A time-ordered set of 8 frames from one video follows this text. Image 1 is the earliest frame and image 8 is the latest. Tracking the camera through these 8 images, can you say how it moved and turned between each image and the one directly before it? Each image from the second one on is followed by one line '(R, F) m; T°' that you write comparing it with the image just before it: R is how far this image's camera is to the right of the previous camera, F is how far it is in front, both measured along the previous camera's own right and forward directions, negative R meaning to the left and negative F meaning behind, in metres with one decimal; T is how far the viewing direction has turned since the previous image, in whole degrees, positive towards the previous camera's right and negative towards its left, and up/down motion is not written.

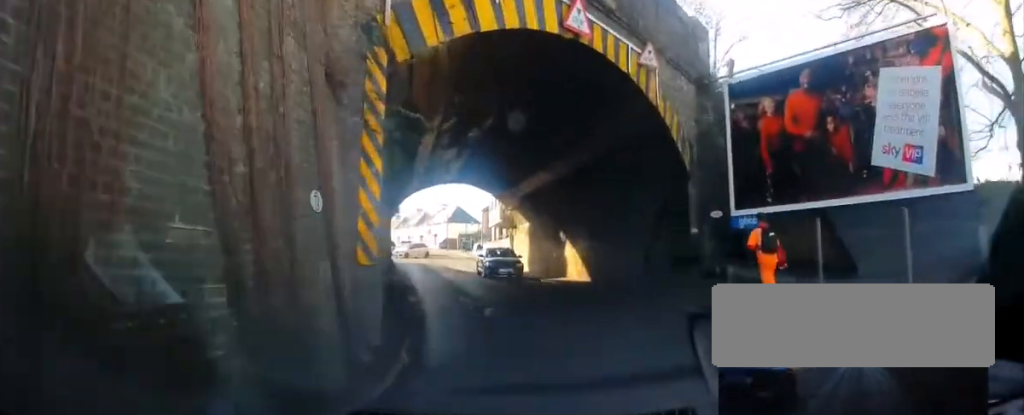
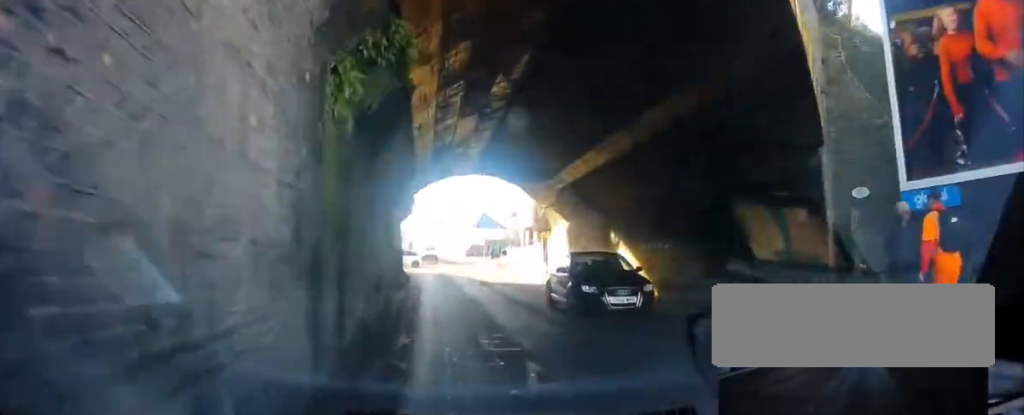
(-0.1, +5.7) m; -4°
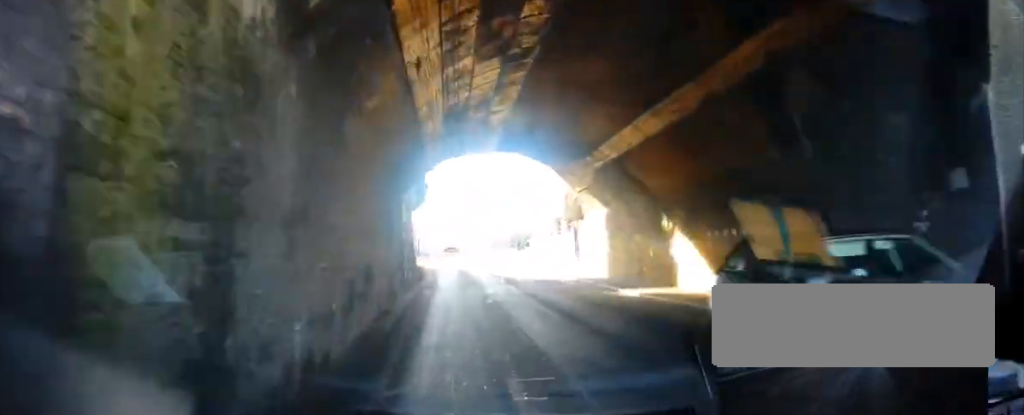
(-0.1, +3.3) m; -1°
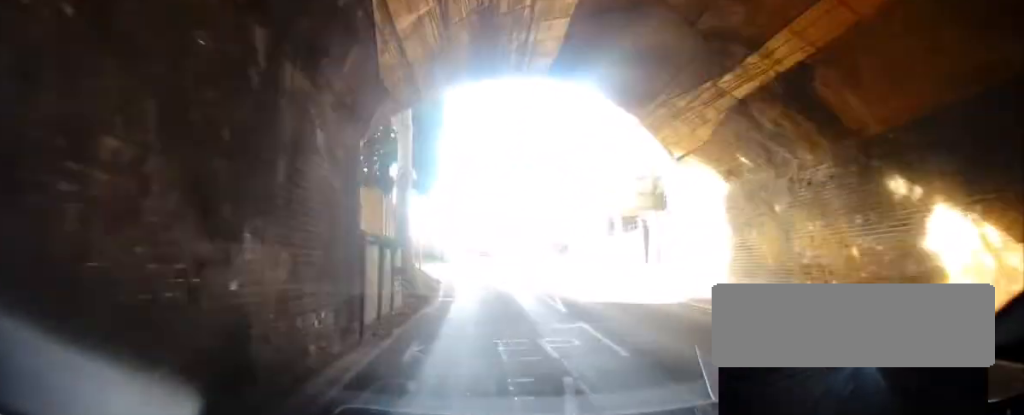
(0.0, +7.5) m; -2°
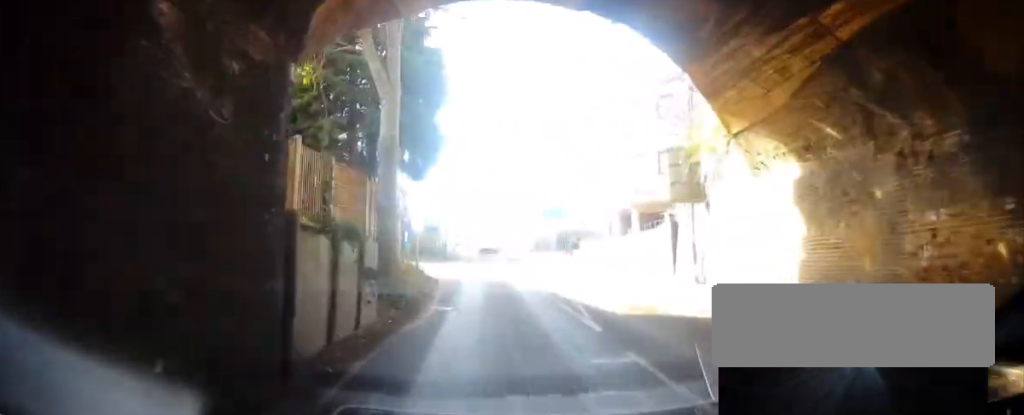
(+0.1, +2.4) m; -3°
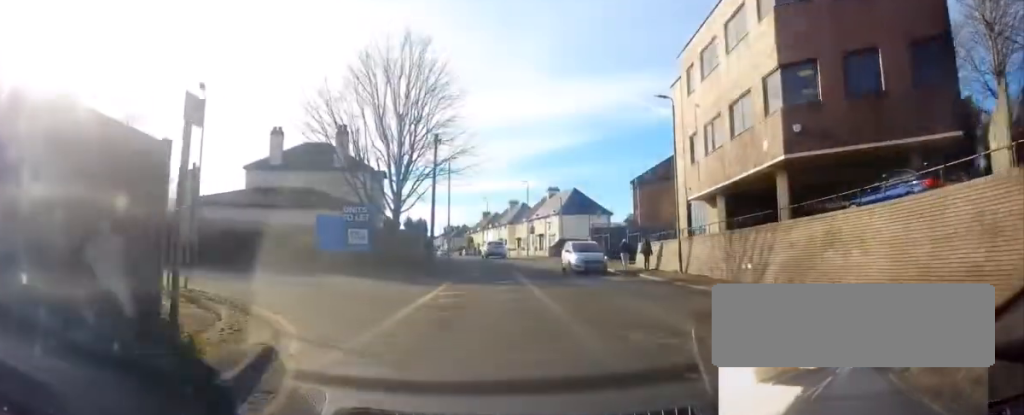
(-4.6, +15.5) m; -18°
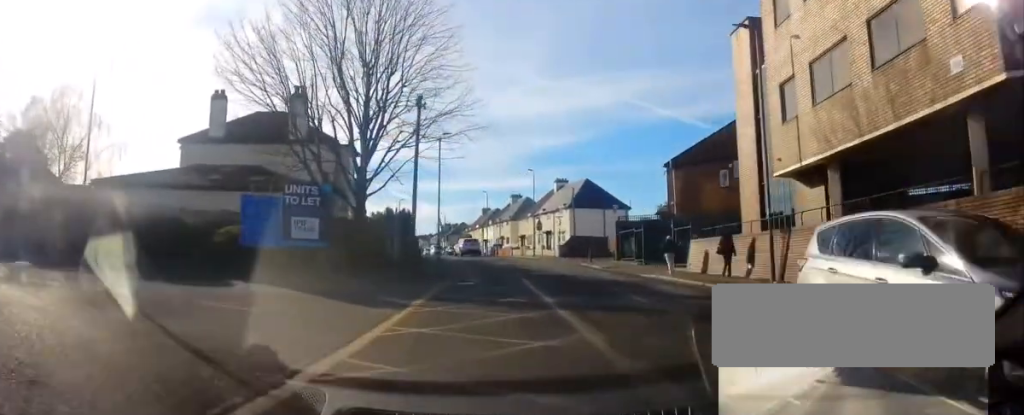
(+0.3, +8.6) m; +6°
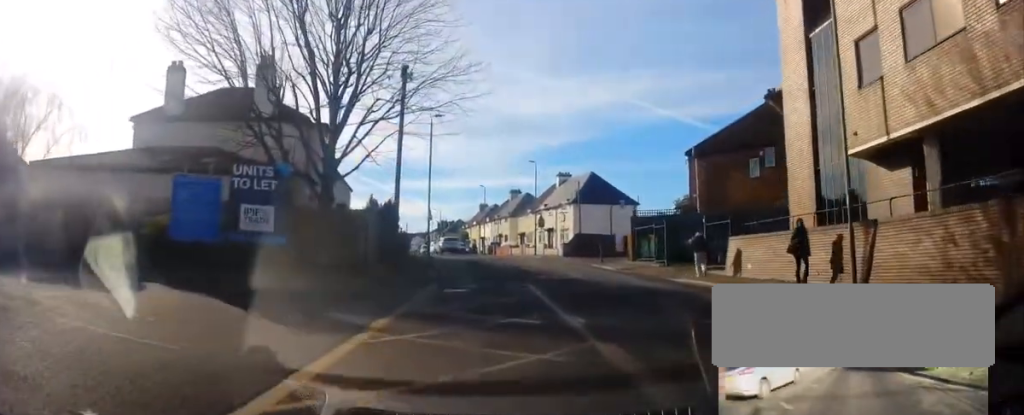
(+0.3, +4.5) m; +1°
